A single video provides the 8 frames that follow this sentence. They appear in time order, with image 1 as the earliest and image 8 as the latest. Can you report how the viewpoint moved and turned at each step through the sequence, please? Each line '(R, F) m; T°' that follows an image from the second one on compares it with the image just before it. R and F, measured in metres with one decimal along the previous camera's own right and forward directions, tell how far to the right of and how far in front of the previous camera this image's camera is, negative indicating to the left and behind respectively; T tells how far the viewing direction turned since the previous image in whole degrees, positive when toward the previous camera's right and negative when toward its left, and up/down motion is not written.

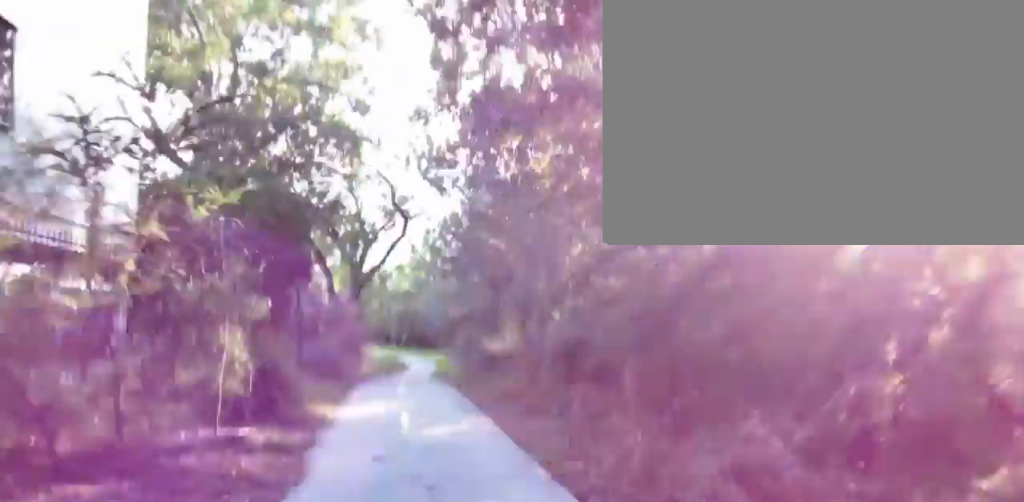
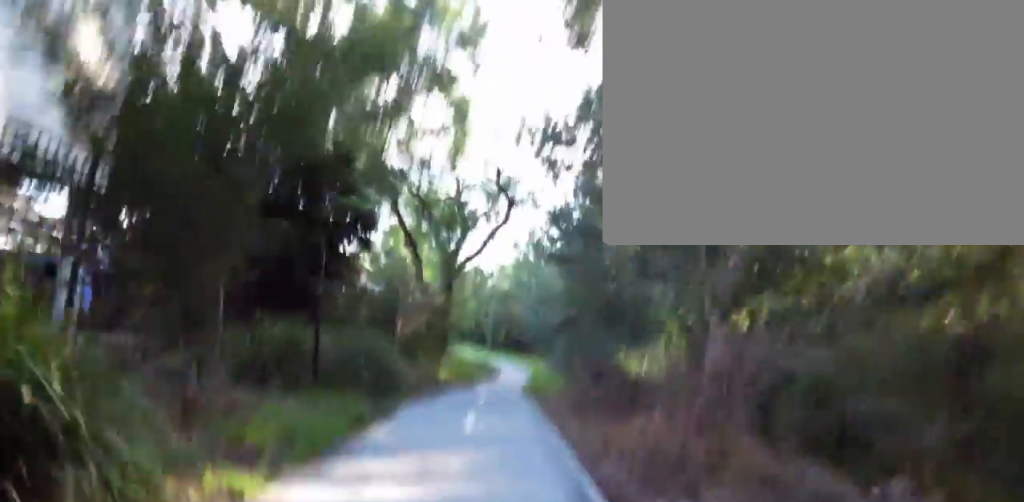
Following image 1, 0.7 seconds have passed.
(-0.3, +5.0) m; +2°
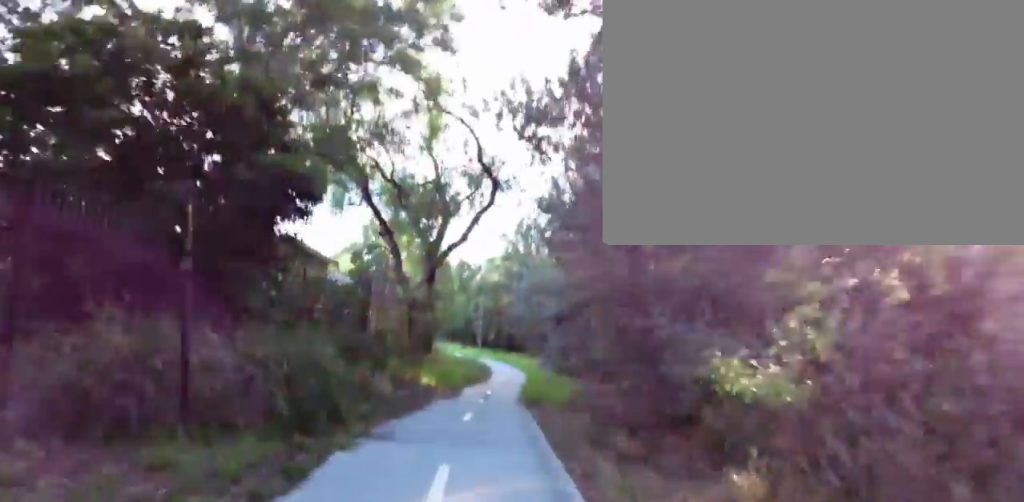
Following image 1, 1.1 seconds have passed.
(-0.2, +3.0) m; +2°
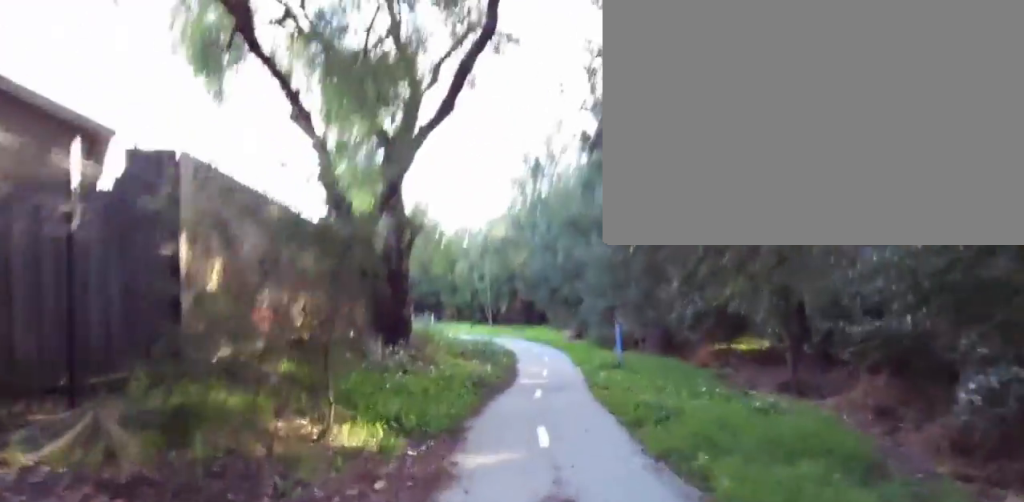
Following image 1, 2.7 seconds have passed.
(+0.8, +12.9) m; -1°
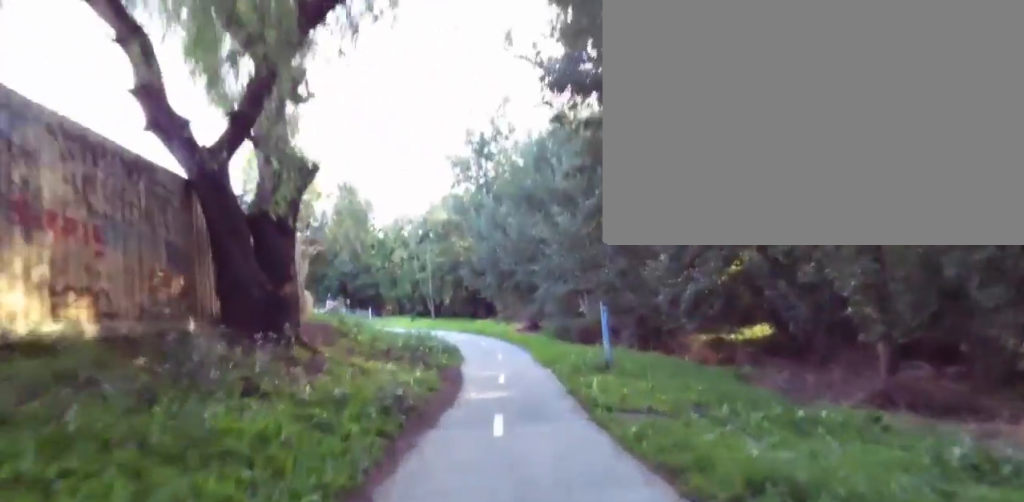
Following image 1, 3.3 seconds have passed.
(-0.2, +5.6) m; -3°
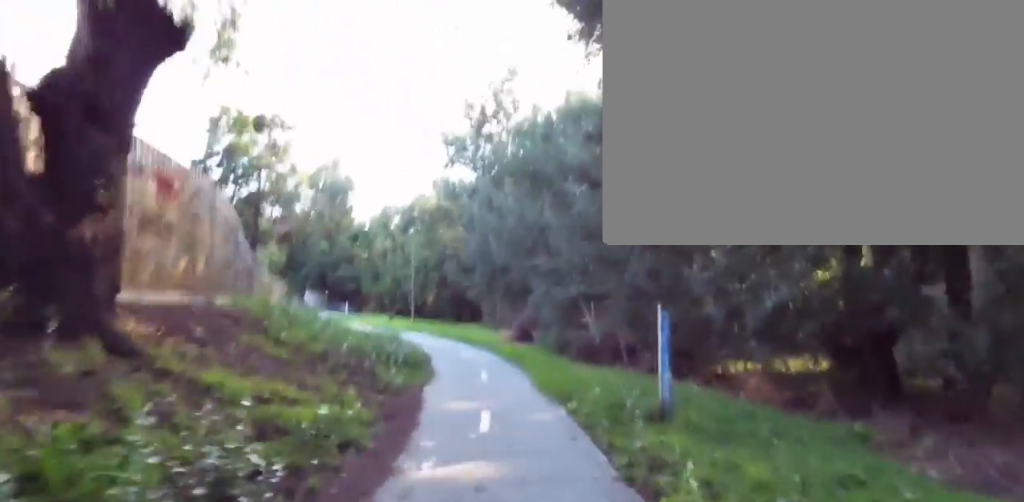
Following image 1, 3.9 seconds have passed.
(0.0, +5.1) m; -2°
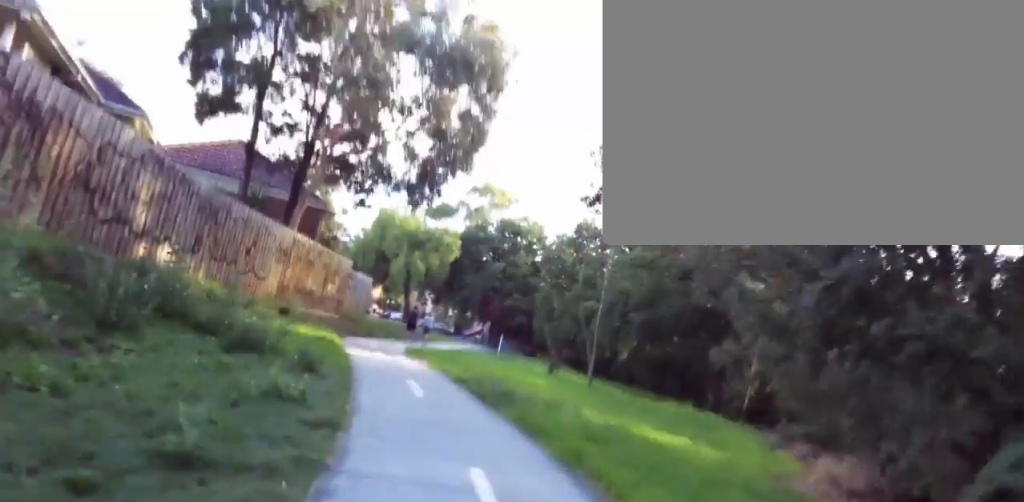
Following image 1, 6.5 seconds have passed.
(-1.2, +23.0) m; -9°
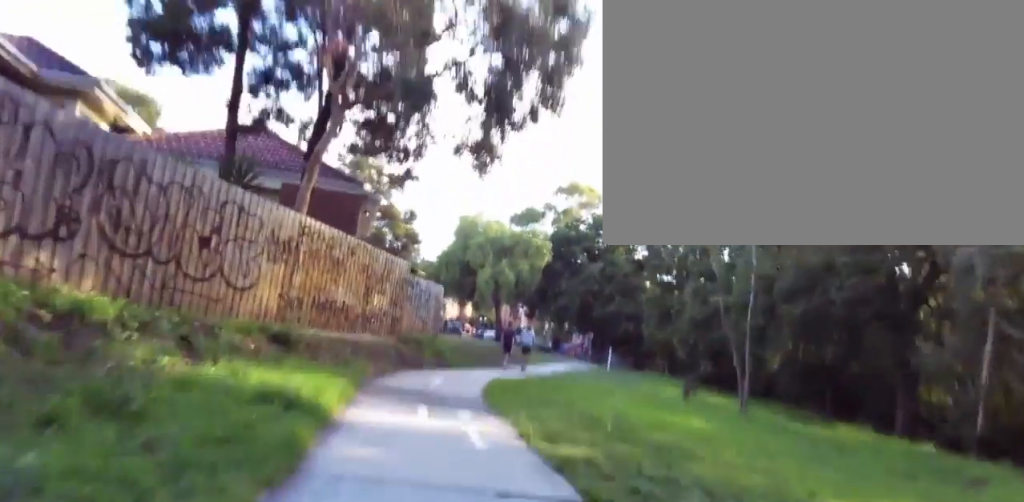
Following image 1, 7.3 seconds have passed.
(-0.4, +6.8) m; -8°
